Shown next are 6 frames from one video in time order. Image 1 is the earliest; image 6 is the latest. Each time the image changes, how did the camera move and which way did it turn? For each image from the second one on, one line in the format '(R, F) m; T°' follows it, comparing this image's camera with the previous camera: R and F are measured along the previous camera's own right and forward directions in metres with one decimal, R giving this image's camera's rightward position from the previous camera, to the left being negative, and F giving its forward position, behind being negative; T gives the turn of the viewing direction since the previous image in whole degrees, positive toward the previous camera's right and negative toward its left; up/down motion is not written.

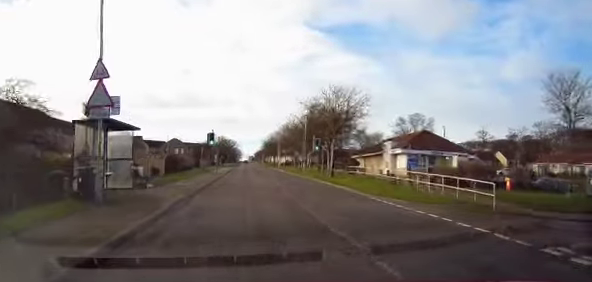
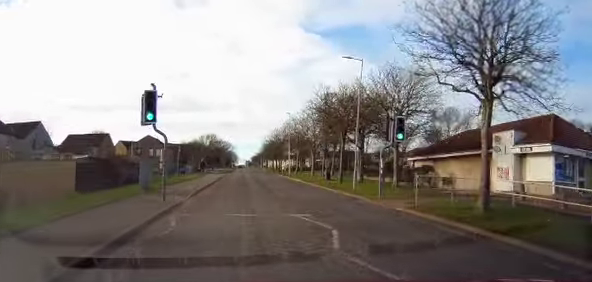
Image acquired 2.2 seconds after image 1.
(+0.2, +21.9) m; +1°
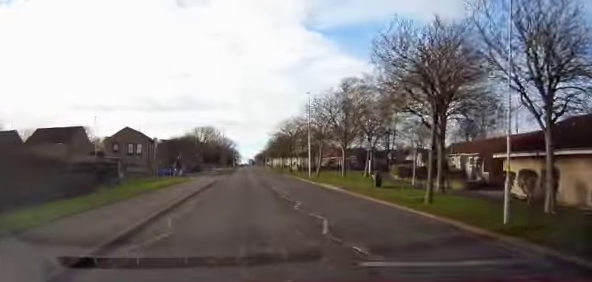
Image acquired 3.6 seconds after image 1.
(-0.2, +14.4) m; -1°
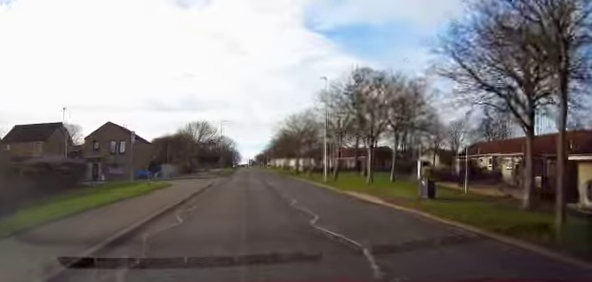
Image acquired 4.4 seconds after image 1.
(-0.1, +7.6) m; -1°
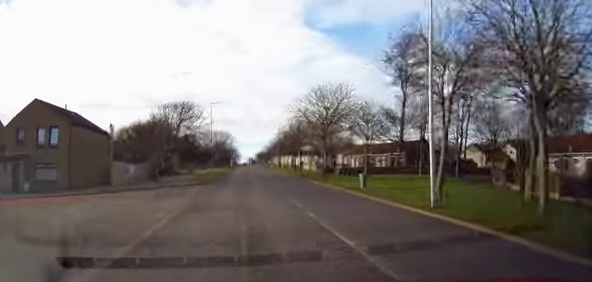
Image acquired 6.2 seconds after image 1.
(0.0, +18.0) m; +2°
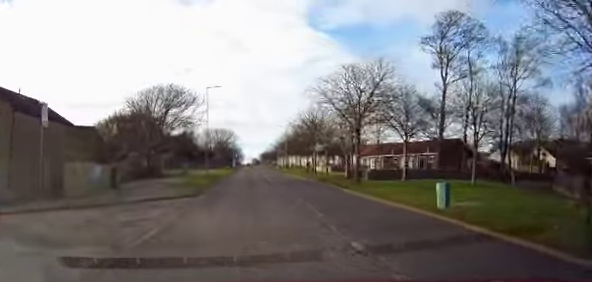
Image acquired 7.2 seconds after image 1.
(+0.2, +9.0) m; 0°
